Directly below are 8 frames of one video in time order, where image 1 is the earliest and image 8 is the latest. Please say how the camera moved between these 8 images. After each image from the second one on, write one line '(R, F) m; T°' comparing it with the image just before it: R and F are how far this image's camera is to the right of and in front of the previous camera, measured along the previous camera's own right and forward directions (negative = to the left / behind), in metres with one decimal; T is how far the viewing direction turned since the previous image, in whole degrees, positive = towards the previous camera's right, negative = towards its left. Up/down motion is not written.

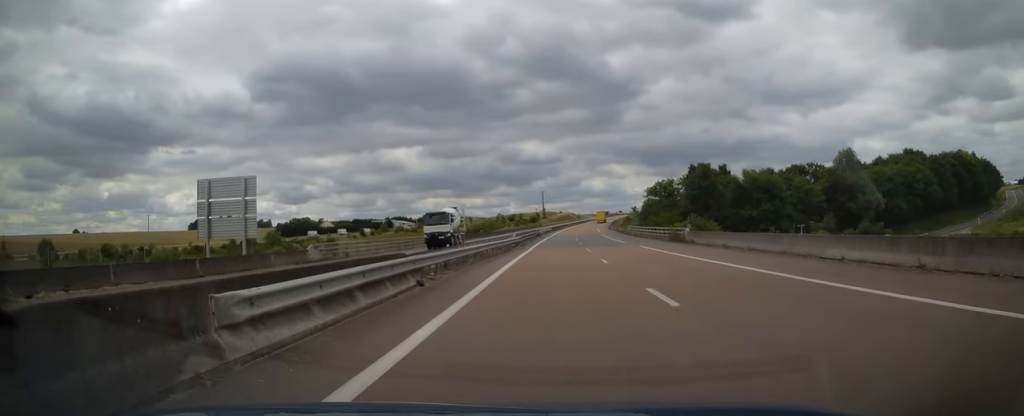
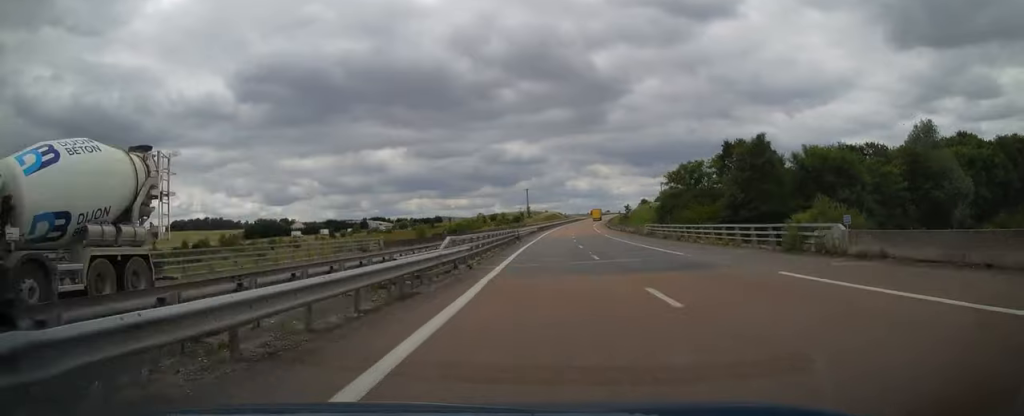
(+0.1, +26.2) m; +1°
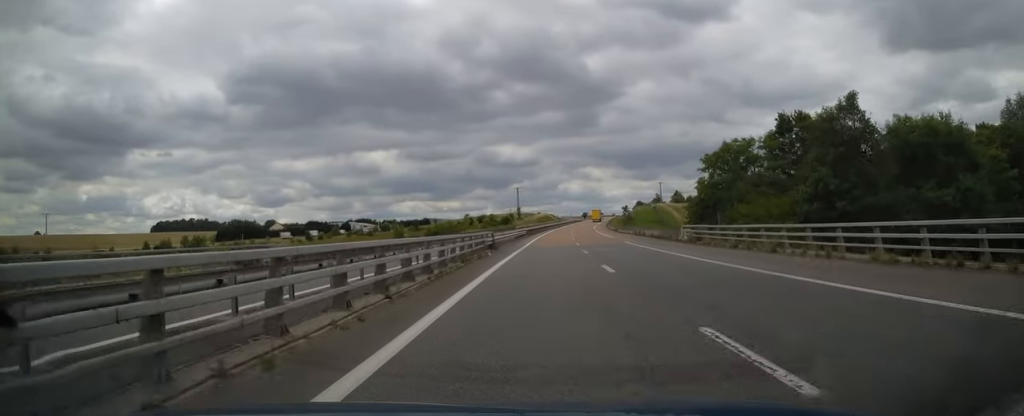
(+0.3, +19.9) m; +1°
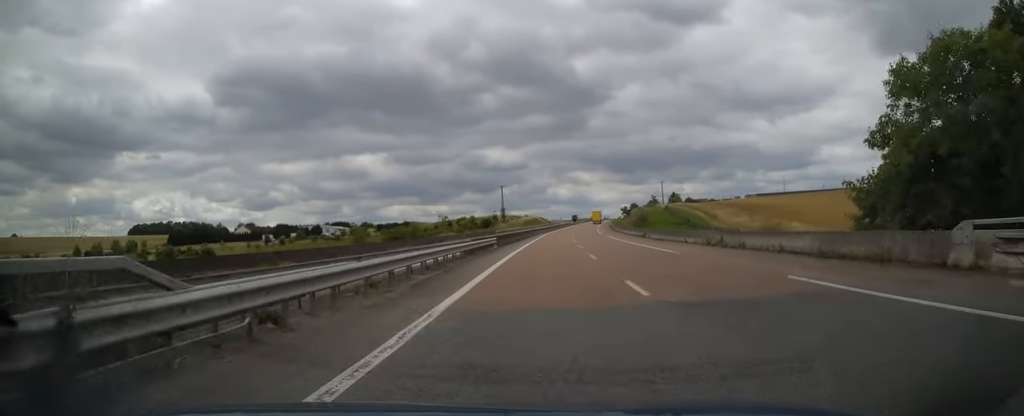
(+0.5, +31.4) m; +2°
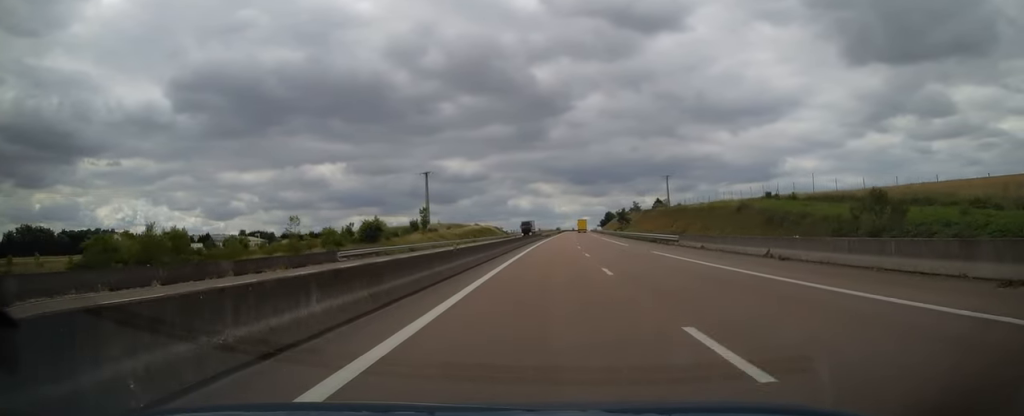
(+2.6, +83.7) m; +4°
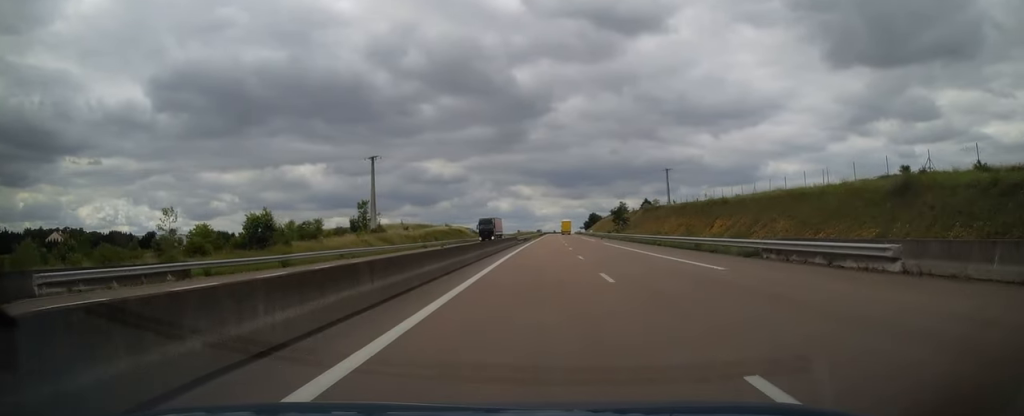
(+0.2, +28.4) m; +2°
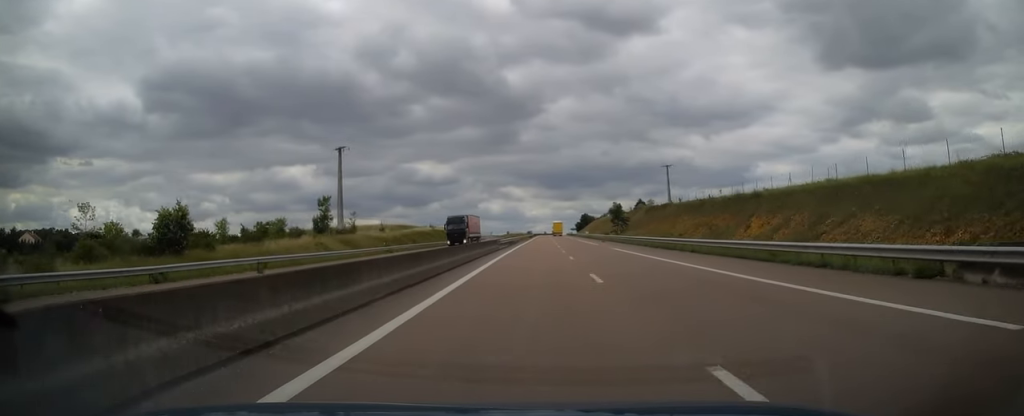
(-0.2, +12.5) m; +1°
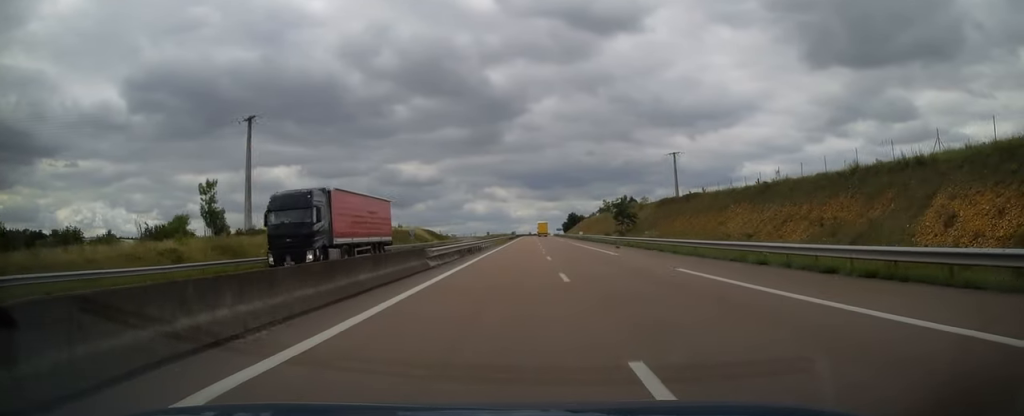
(+0.8, +25.1) m; +2°
